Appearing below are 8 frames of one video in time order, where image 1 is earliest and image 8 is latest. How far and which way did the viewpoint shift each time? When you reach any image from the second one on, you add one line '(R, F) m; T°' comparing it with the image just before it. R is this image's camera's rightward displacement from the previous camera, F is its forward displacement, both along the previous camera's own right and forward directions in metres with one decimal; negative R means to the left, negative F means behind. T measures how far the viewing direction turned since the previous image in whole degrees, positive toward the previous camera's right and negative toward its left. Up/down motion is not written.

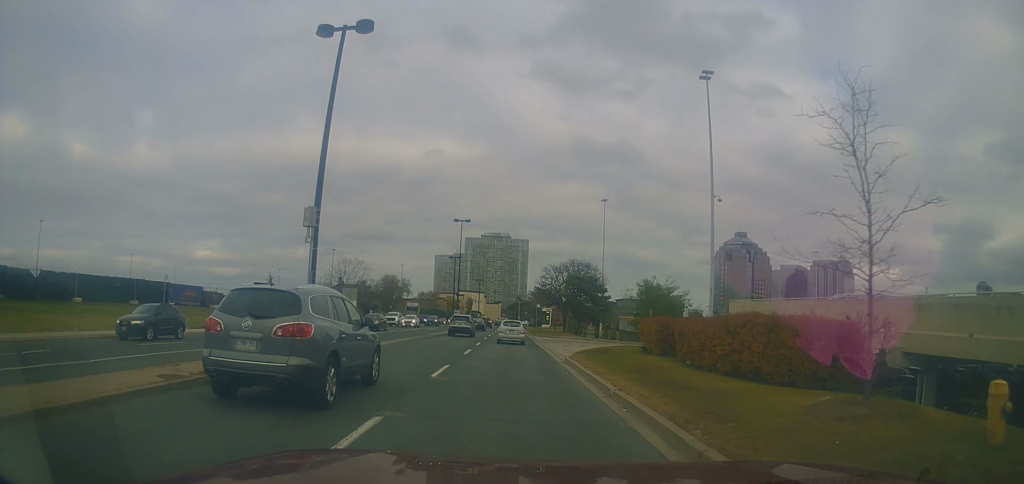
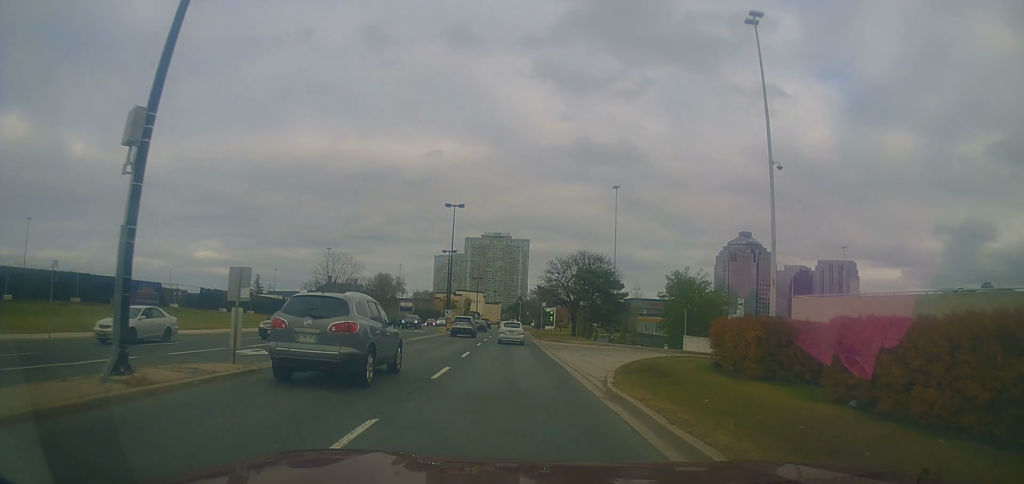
(0.0, +9.2) m; -2°
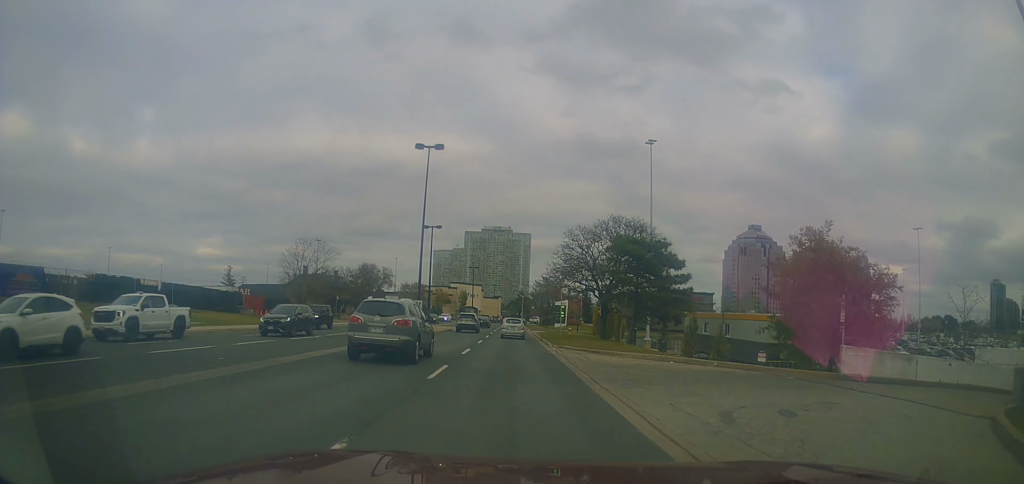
(-0.6, +19.0) m; -2°
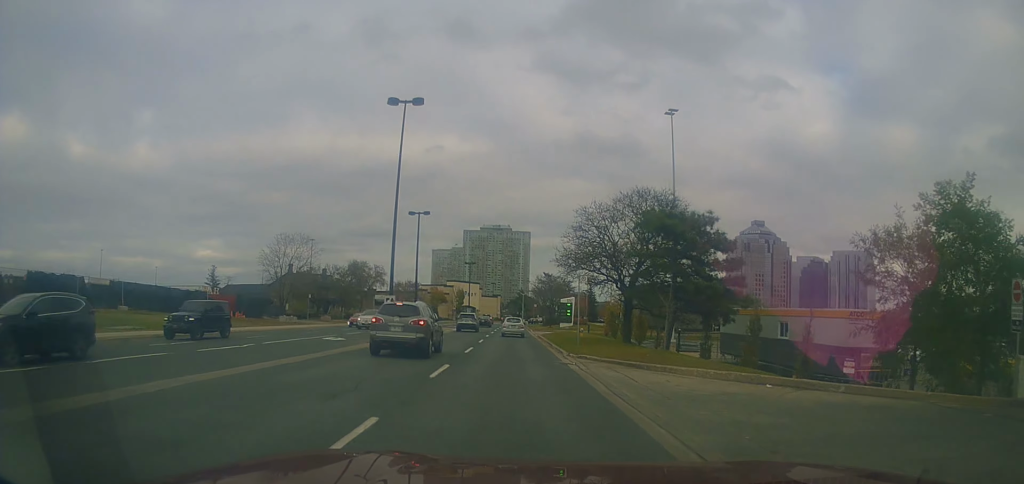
(-0.1, +8.7) m; 0°
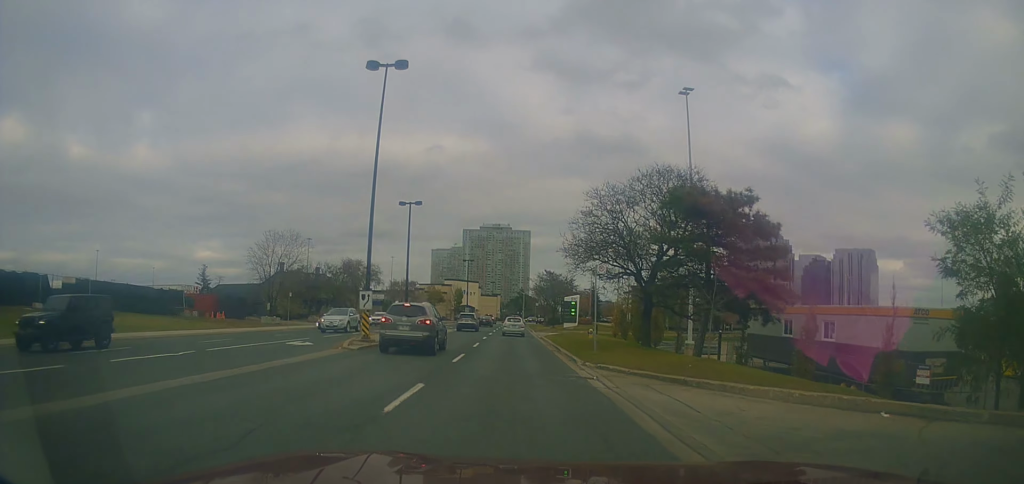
(0.0, +4.9) m; 0°
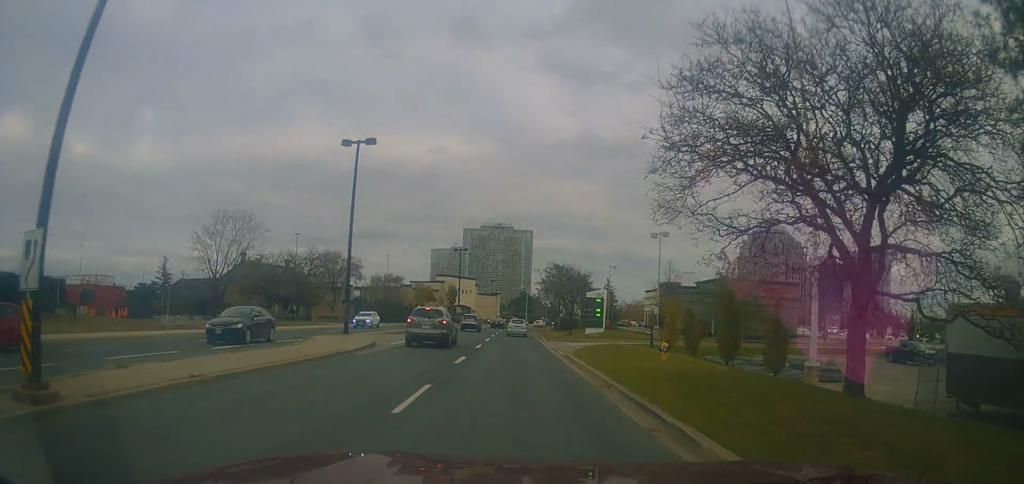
(+0.7, +18.7) m; +1°
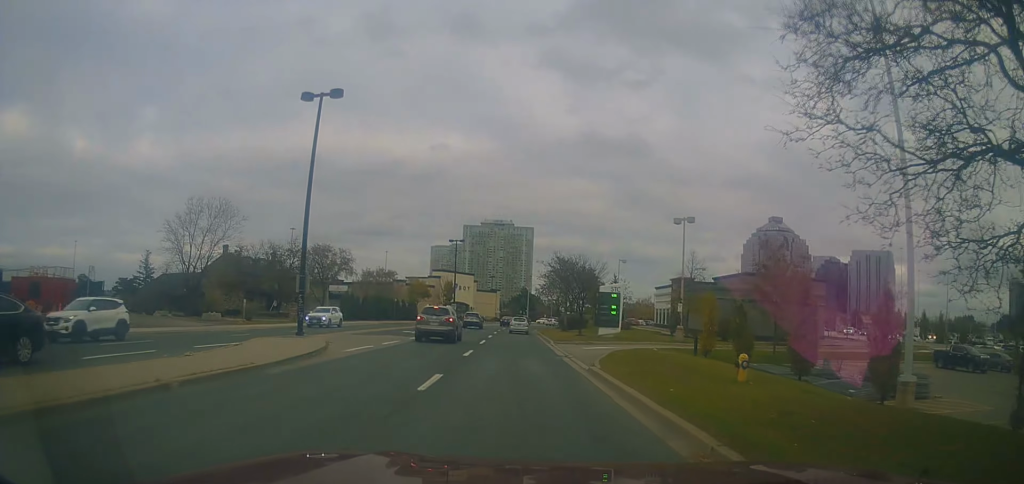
(-0.2, +7.3) m; -1°
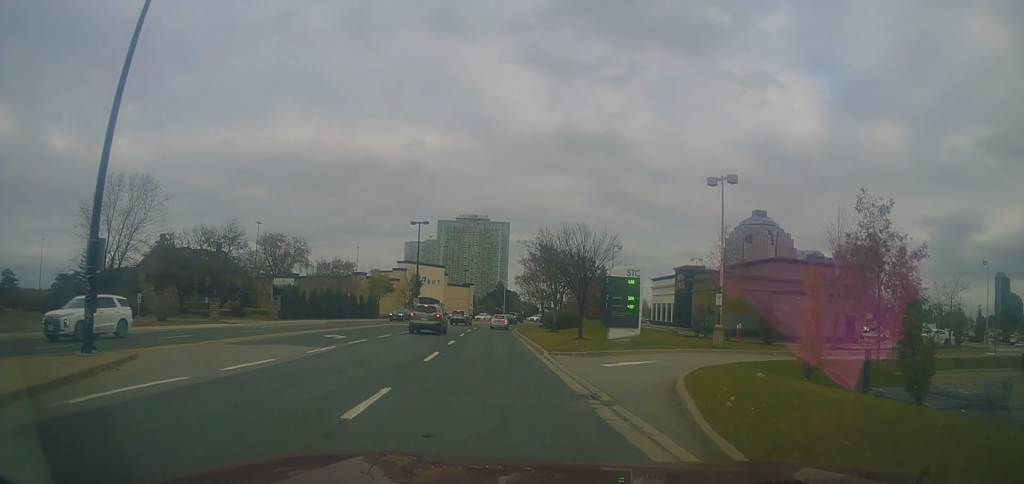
(0.0, +13.6) m; +1°
